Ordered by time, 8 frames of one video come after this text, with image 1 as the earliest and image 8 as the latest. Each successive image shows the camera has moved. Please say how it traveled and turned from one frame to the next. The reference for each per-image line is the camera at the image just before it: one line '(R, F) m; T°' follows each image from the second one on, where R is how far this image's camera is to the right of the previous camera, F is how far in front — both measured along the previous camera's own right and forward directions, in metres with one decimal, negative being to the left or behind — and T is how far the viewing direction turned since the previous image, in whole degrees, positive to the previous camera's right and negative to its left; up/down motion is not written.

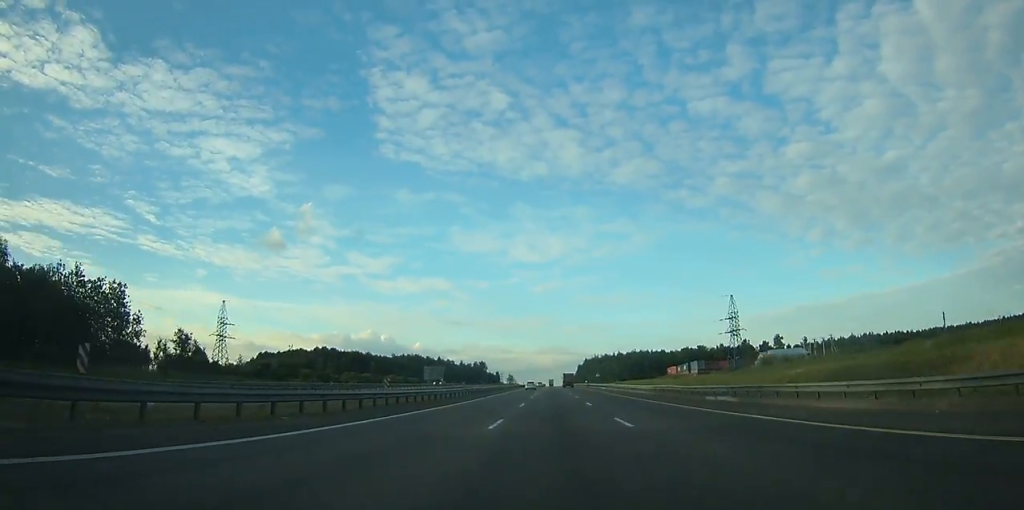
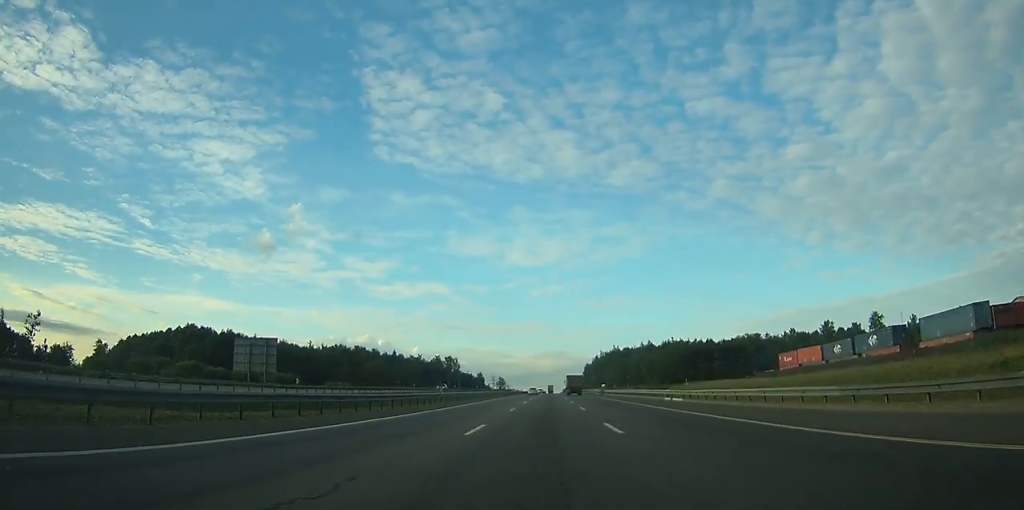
(-0.9, +138.1) m; 0°
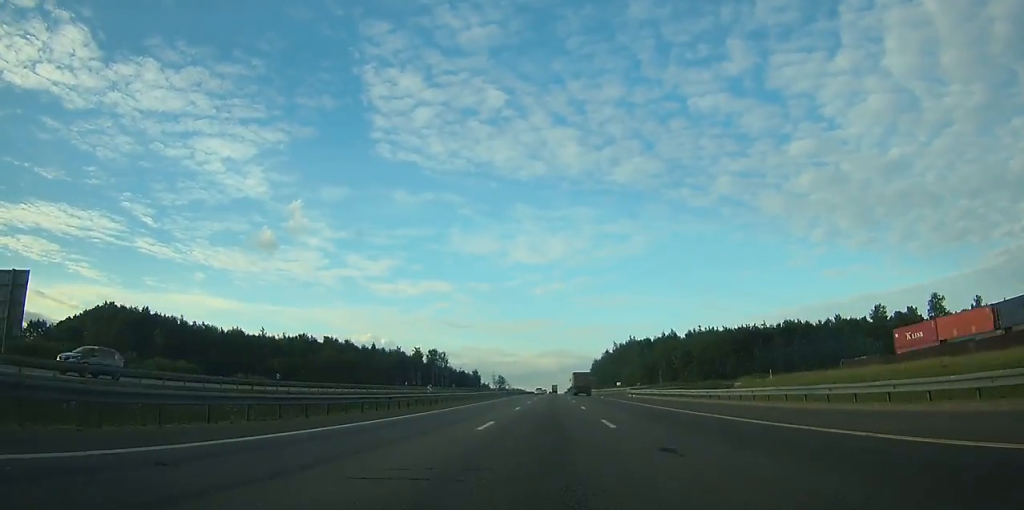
(0.0, +46.7) m; 0°
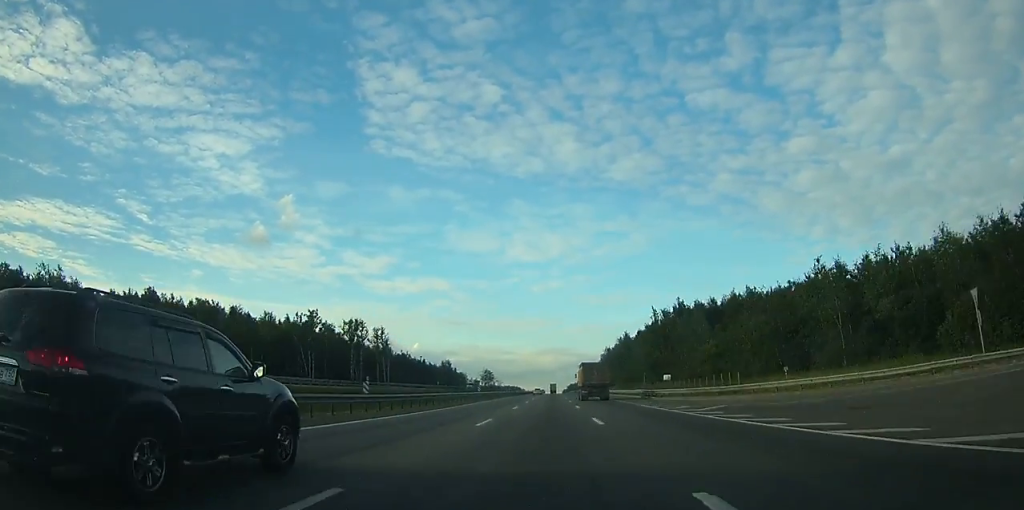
(-0.2, +90.3) m; 0°
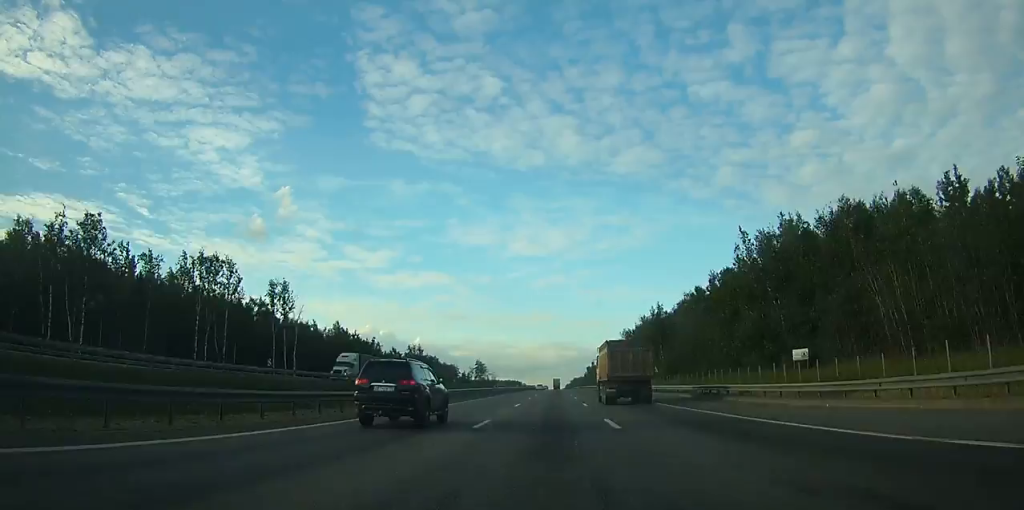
(+0.1, +61.5) m; 0°
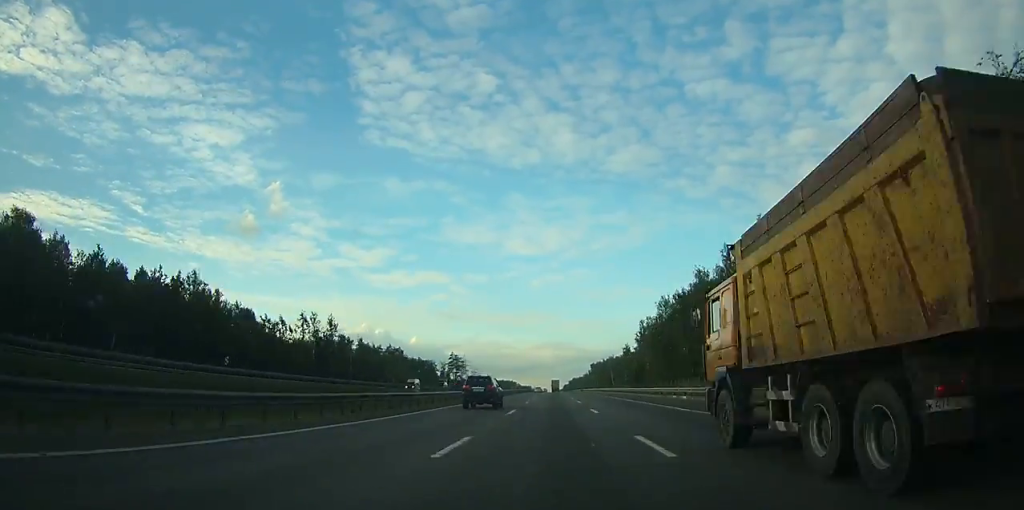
(+0.1, +77.4) m; 0°
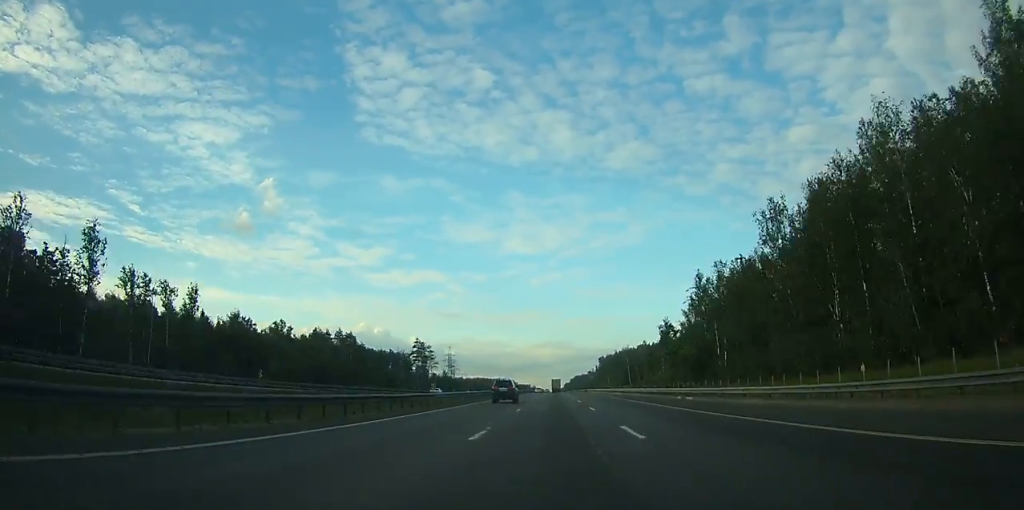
(+0.1, +69.7) m; 0°
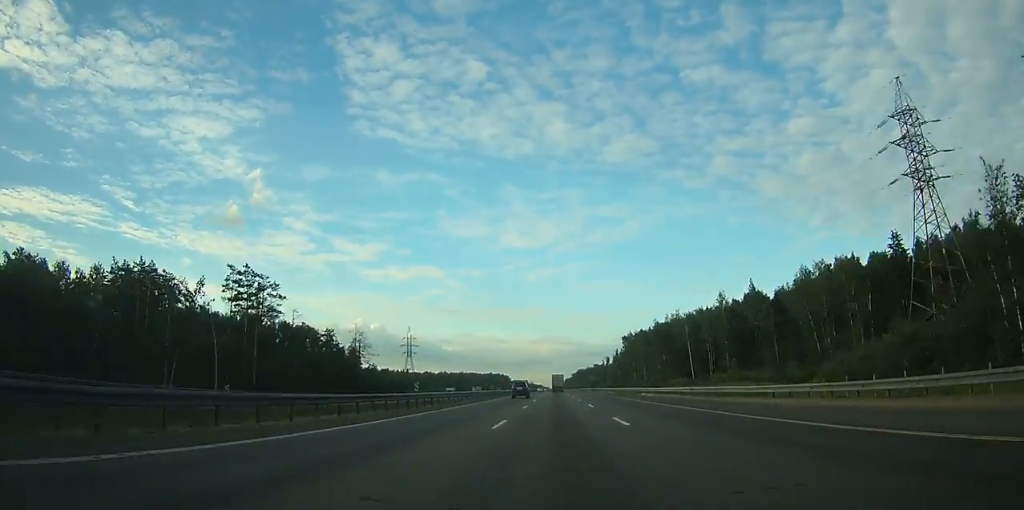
(-0.1, +120.4) m; 0°
